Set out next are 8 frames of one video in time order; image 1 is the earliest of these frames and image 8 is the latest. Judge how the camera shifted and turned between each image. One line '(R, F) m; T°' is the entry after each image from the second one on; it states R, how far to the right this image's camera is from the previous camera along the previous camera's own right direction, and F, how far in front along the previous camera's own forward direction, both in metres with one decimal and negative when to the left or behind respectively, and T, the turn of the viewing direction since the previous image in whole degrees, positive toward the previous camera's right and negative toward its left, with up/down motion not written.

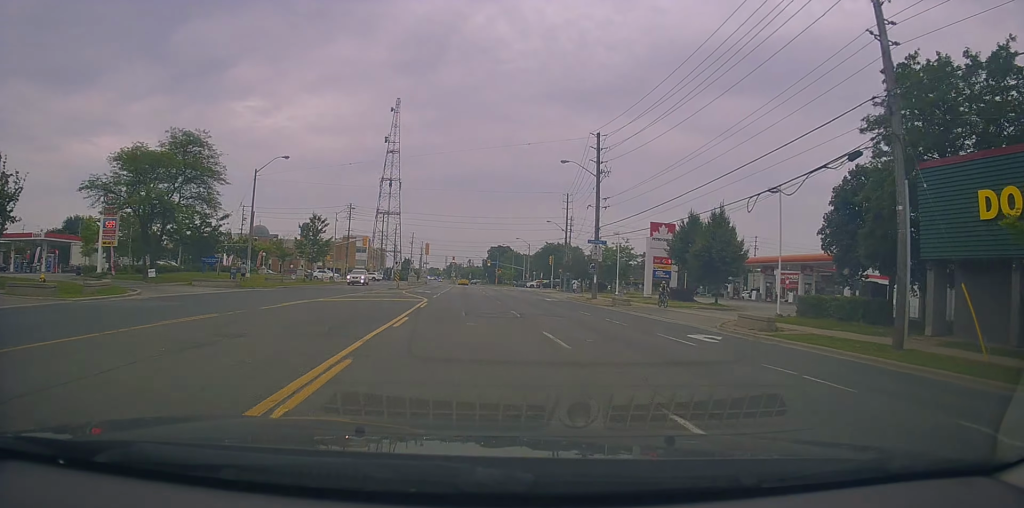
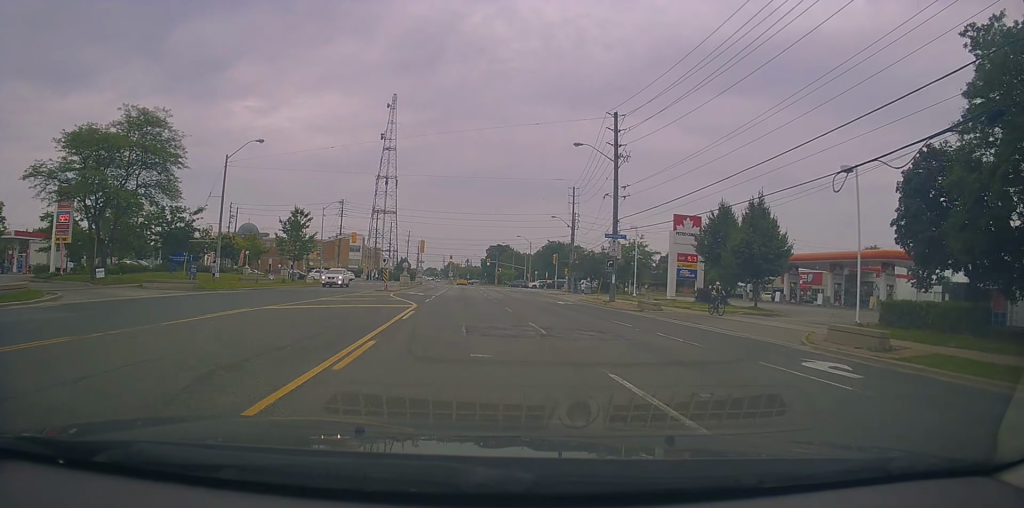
(0.0, +6.2) m; -1°
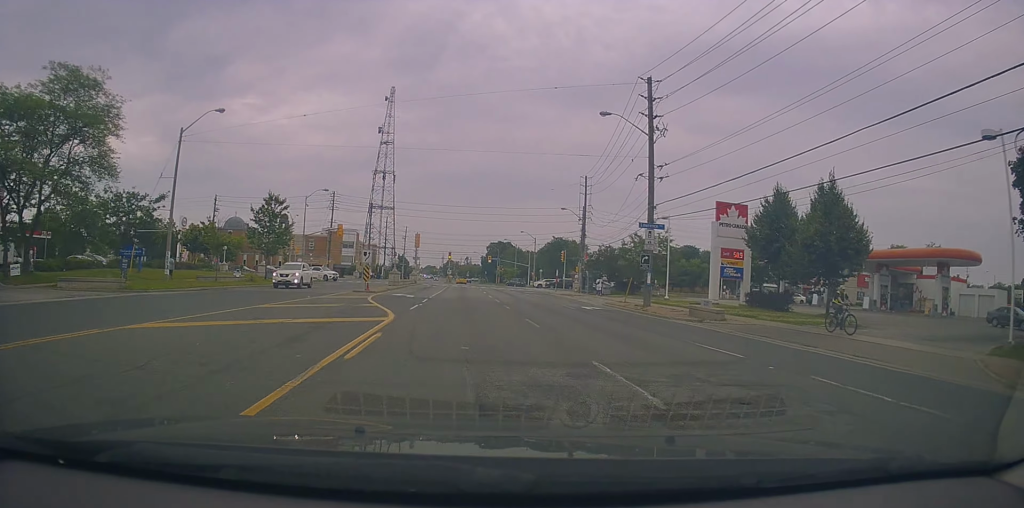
(0.0, +8.1) m; 0°
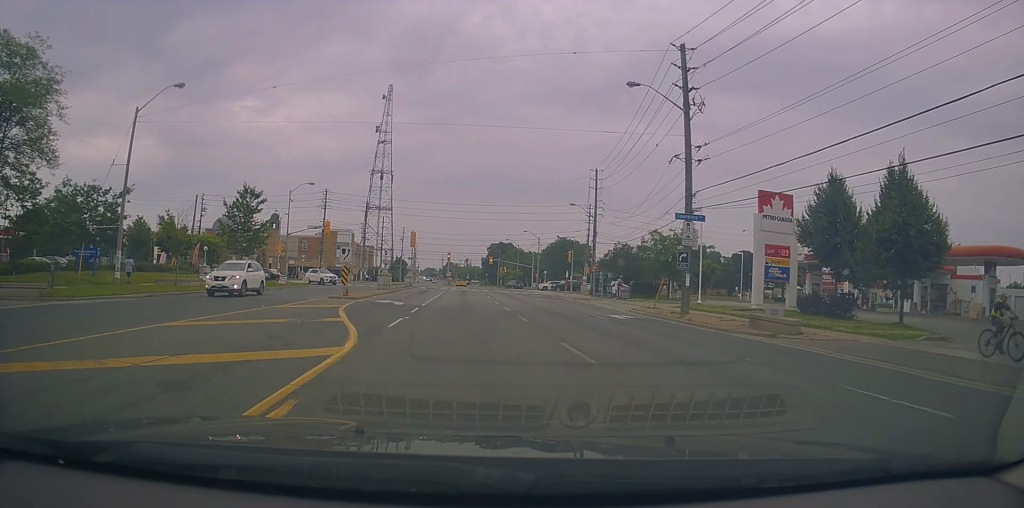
(-0.1, +6.3) m; 0°
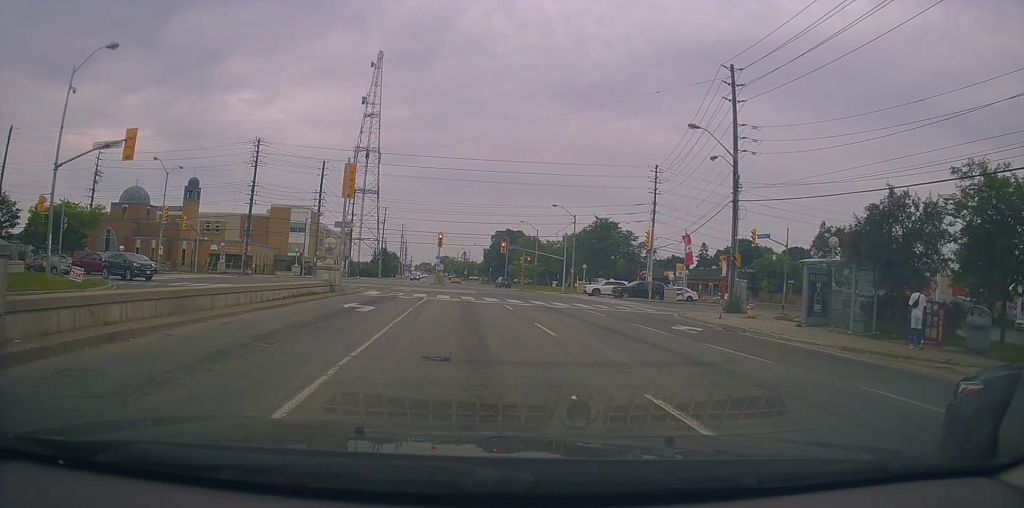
(+0.4, +37.9) m; +2°
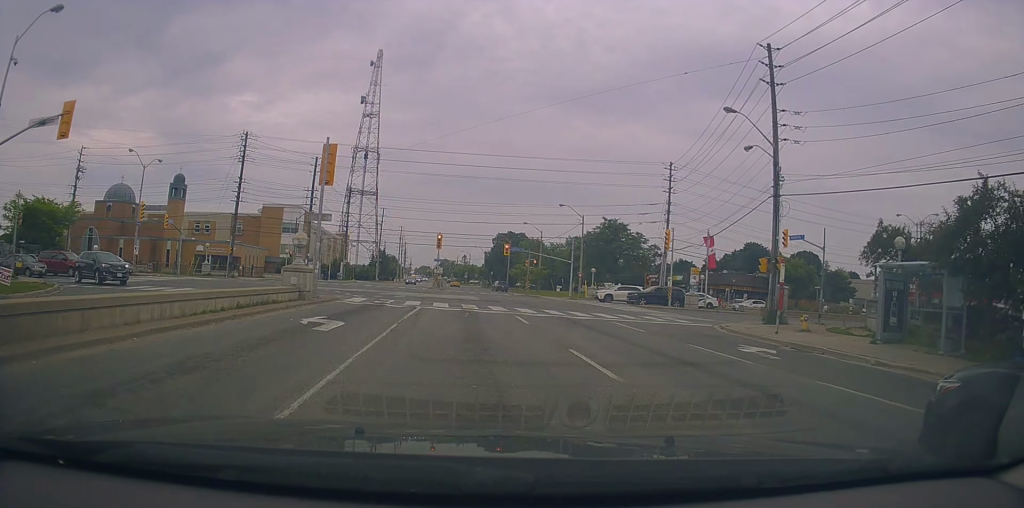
(+0.2, +4.7) m; +1°
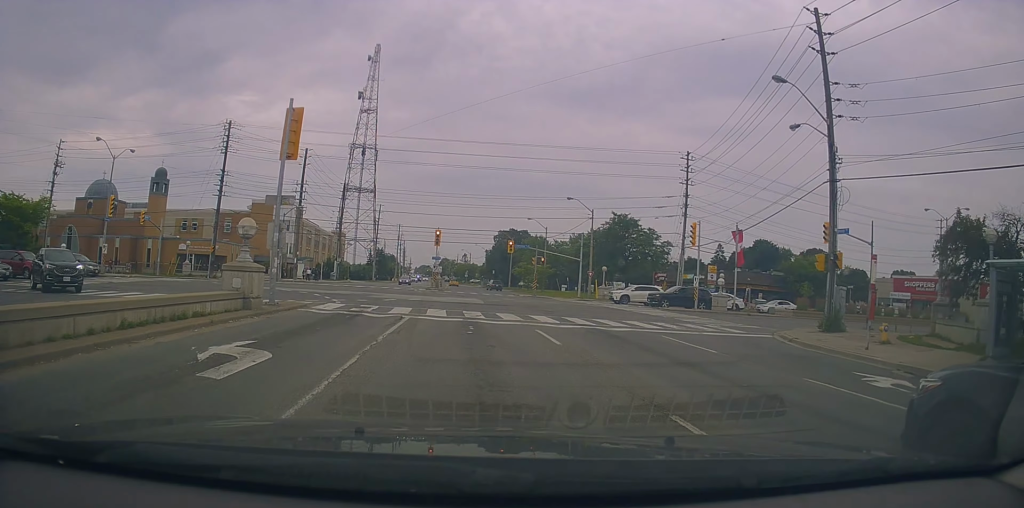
(+0.4, +5.8) m; +1°
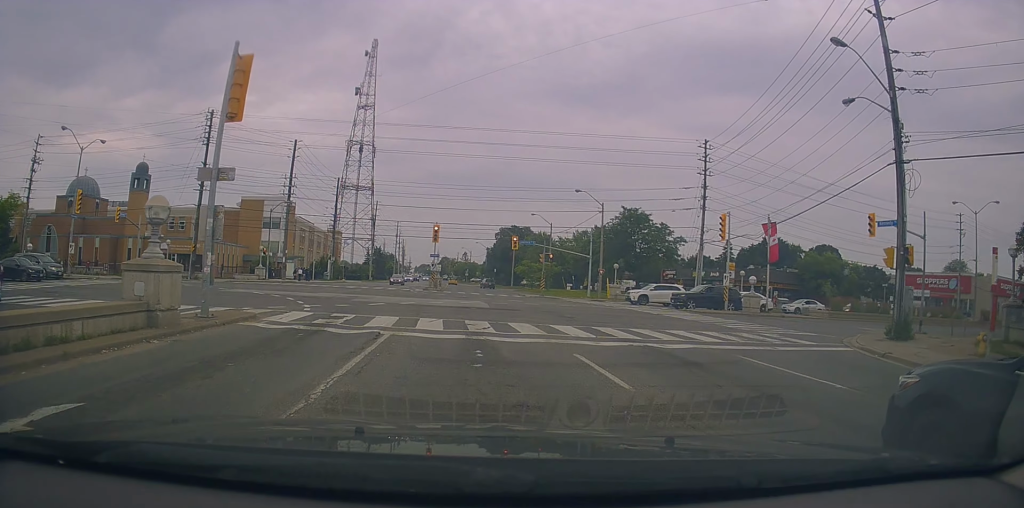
(-0.4, +5.3) m; -2°
